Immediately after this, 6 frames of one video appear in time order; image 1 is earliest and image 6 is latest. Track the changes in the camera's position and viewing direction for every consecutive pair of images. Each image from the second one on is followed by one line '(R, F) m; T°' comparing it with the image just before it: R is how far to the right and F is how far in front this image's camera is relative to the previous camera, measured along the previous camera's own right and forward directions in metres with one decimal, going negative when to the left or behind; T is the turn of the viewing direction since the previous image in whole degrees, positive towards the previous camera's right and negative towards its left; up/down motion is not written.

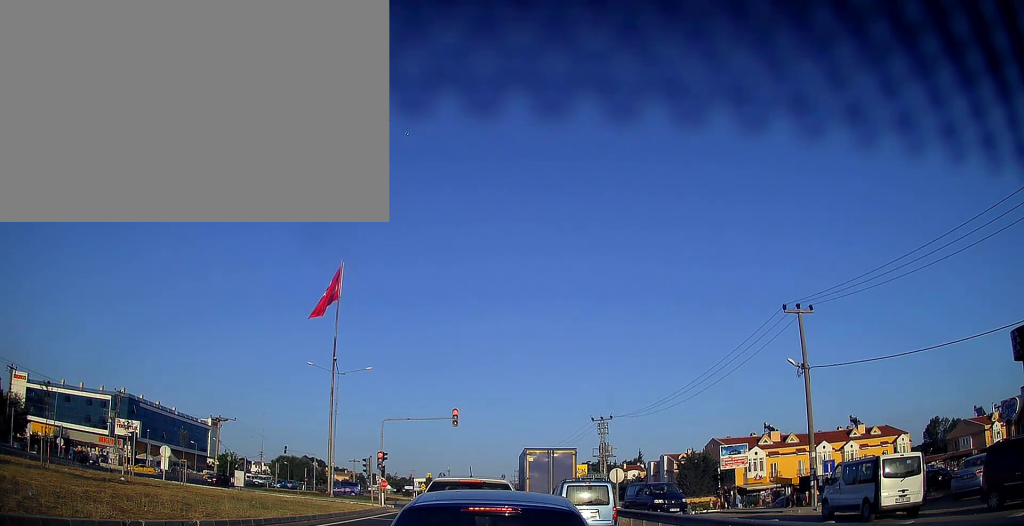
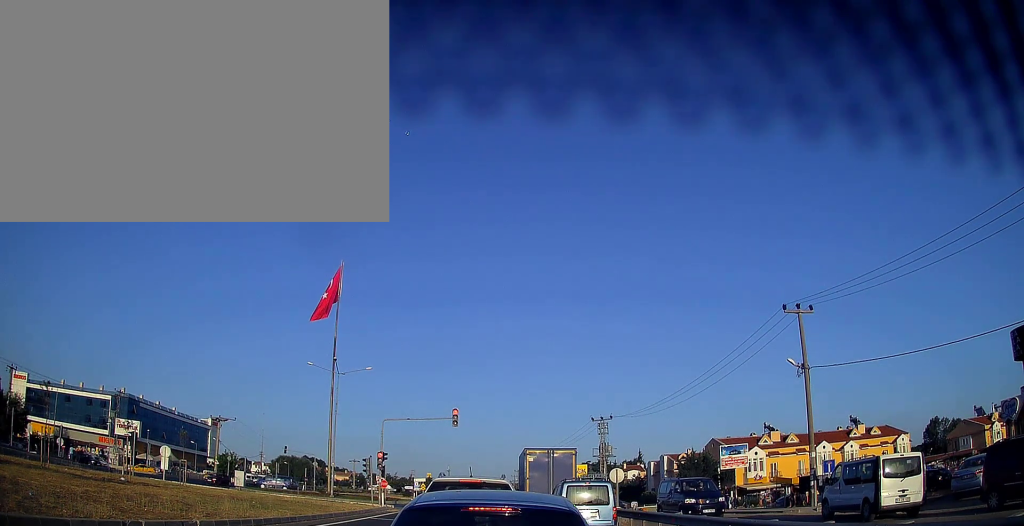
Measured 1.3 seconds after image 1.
(0.0, 0.0) m; 0°
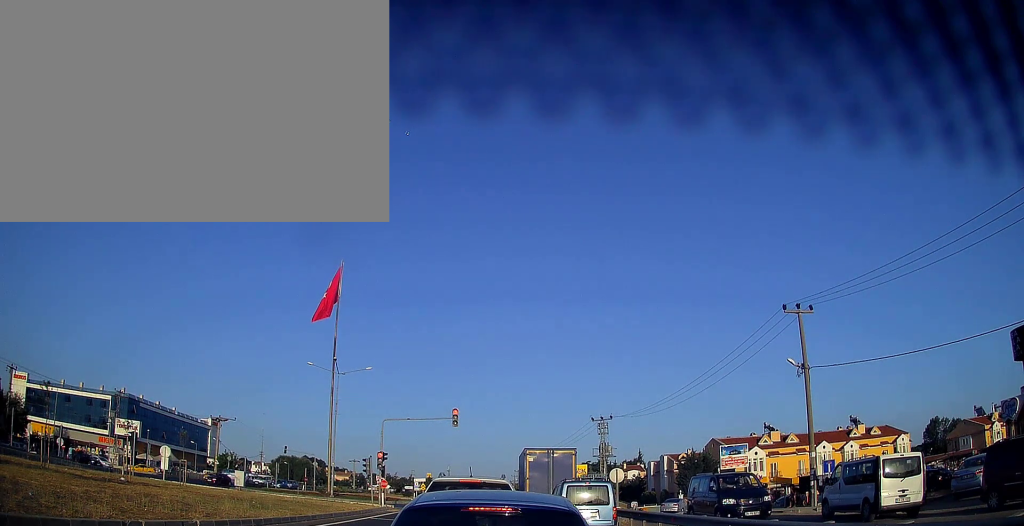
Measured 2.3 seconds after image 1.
(0.0, 0.0) m; 0°
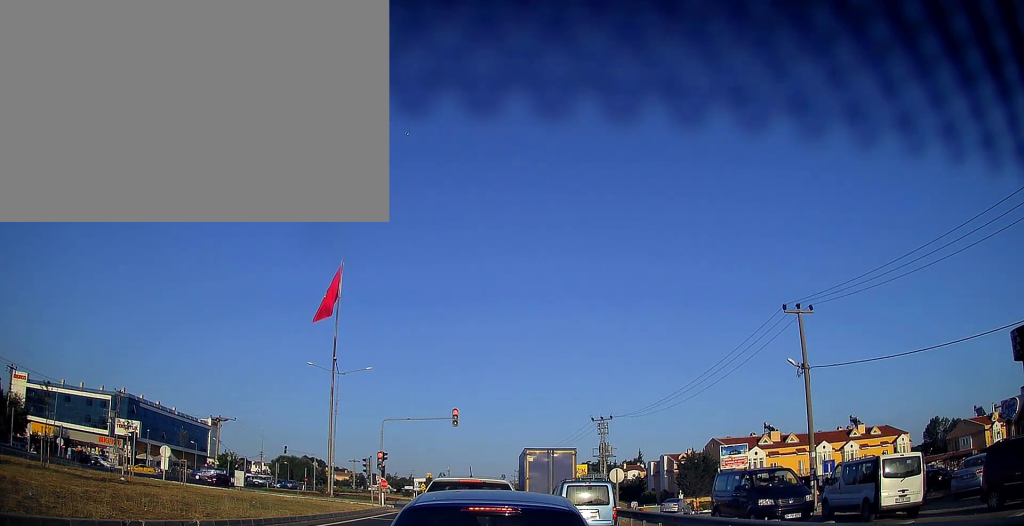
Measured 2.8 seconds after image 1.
(0.0, 0.0) m; 0°
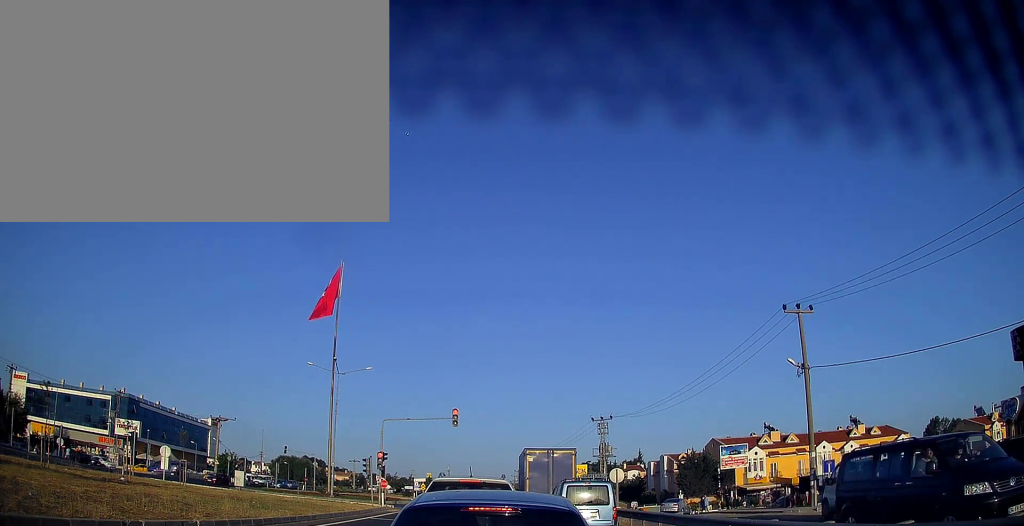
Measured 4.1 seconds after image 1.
(0.0, 0.0) m; 0°
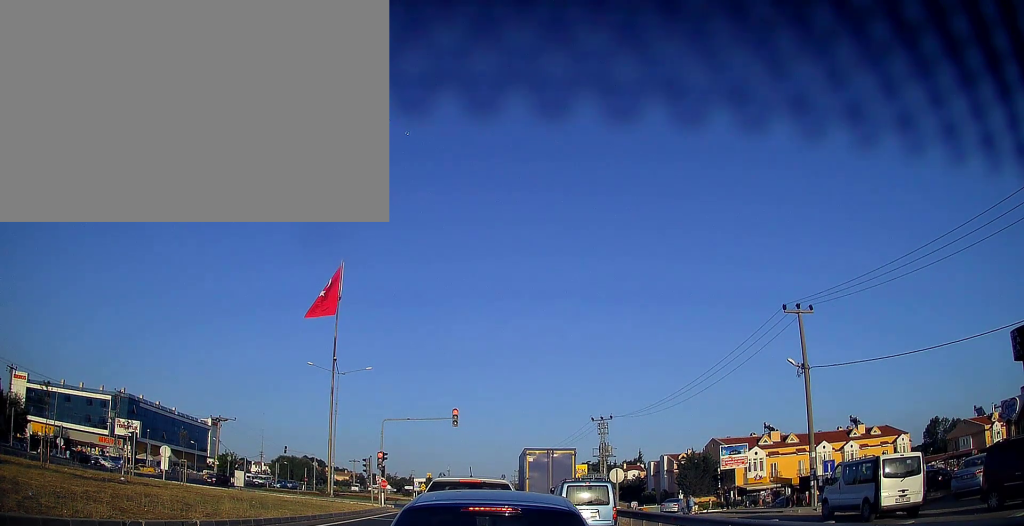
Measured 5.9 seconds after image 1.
(0.0, 0.0) m; 0°
